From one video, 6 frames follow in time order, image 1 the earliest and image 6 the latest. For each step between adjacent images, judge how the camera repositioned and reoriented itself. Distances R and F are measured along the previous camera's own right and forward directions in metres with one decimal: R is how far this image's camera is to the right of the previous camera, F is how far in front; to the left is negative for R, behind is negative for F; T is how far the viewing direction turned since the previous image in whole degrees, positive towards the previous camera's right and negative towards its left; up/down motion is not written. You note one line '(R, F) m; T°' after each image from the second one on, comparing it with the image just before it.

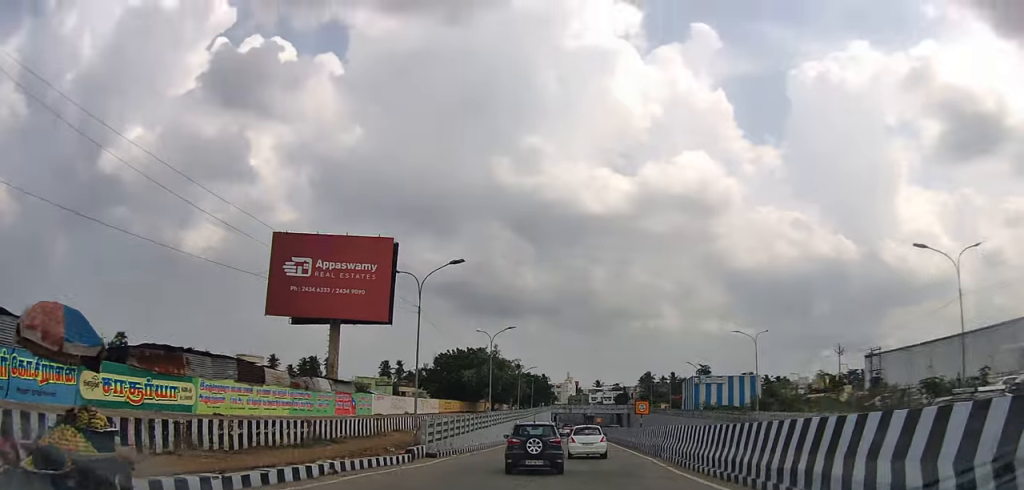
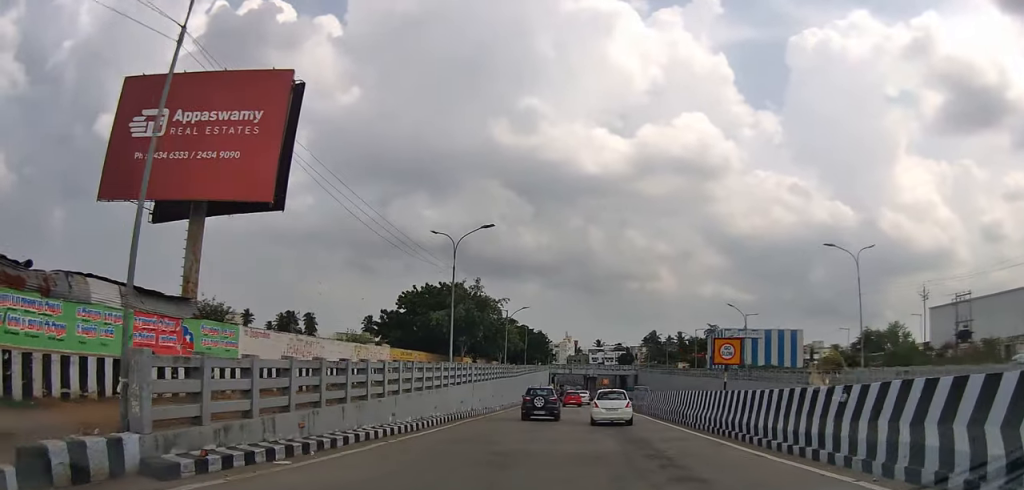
(+0.4, +16.6) m; +2°
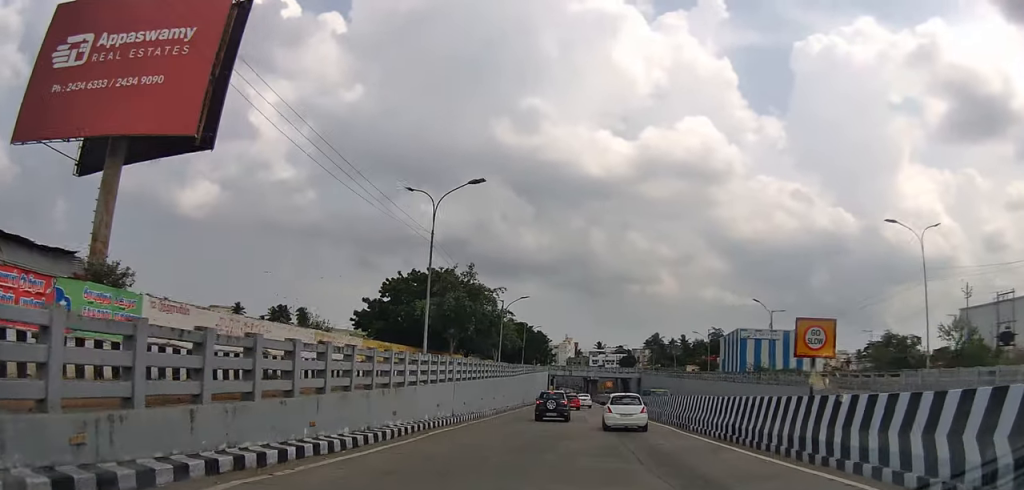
(-0.1, +6.6) m; -1°
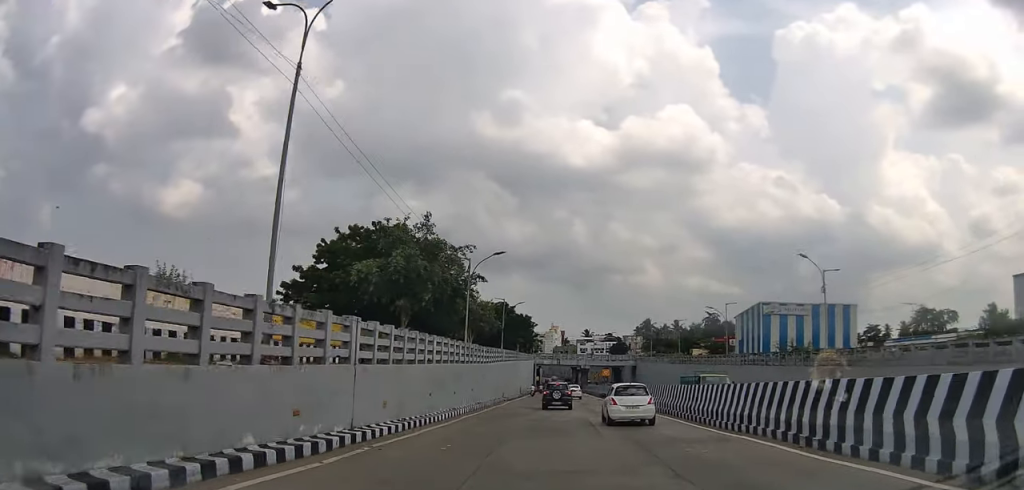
(-0.1, +13.2) m; 0°
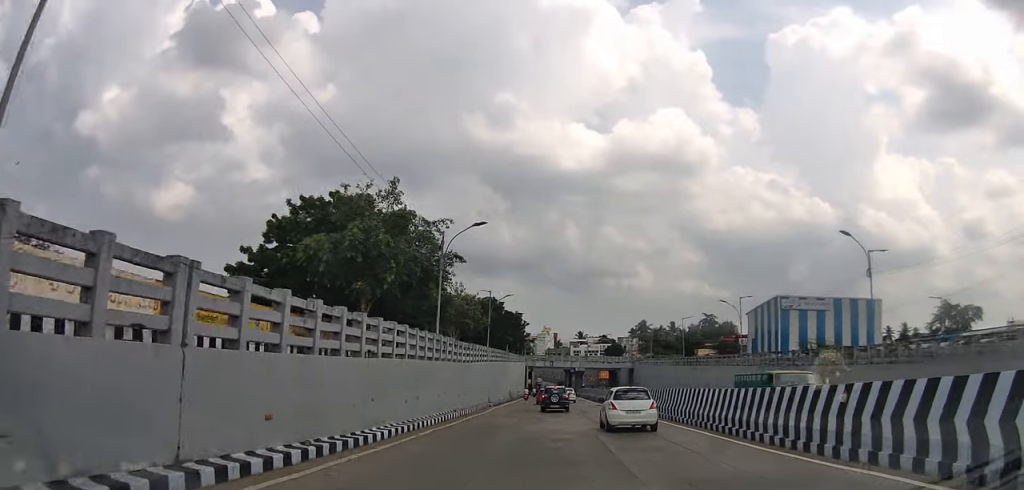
(0.0, +8.2) m; +1°
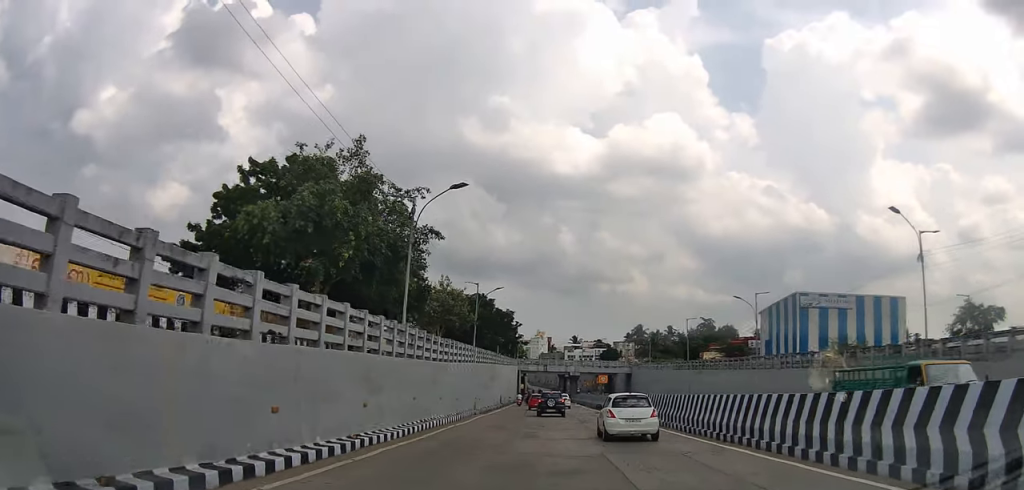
(+0.1, +7.0) m; +1°
